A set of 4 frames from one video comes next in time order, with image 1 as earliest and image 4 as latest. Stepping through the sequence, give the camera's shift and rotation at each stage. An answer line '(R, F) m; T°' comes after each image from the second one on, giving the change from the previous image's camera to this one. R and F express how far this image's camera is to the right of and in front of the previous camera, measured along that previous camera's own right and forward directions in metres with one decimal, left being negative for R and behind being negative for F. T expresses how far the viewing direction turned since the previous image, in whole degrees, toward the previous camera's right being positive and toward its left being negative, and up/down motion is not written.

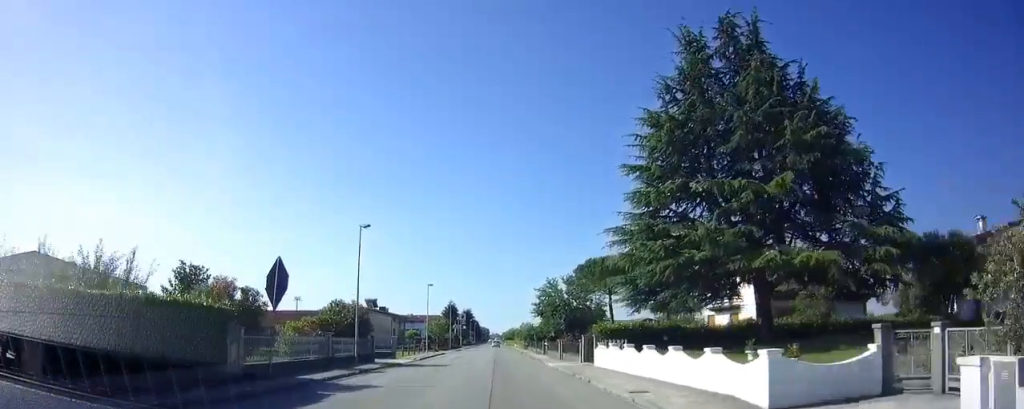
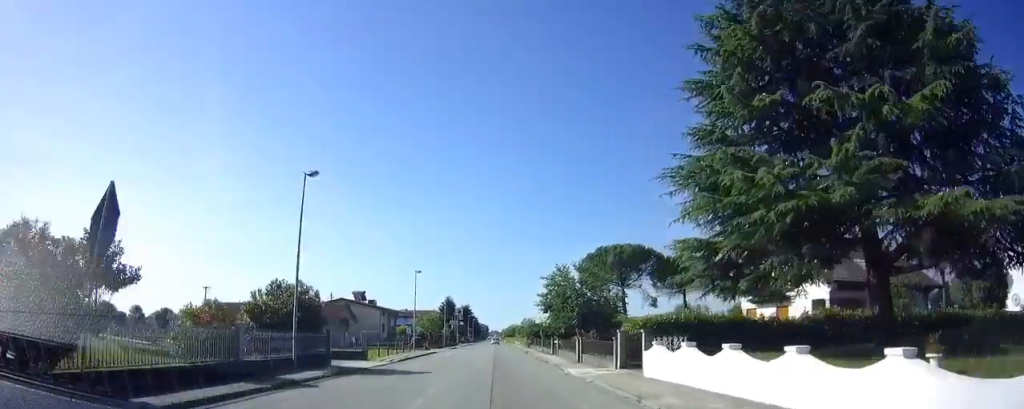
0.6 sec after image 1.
(0.0, +8.5) m; 0°
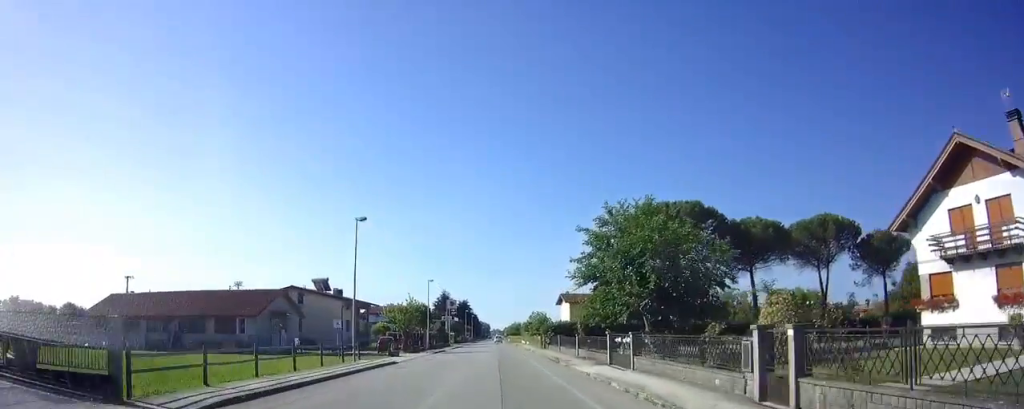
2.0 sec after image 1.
(0.0, +21.2) m; 0°
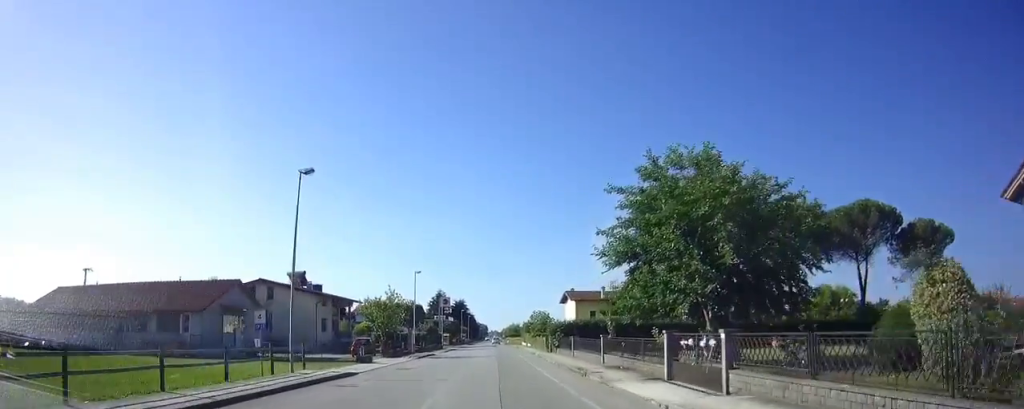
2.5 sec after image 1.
(0.0, +8.7) m; 0°
